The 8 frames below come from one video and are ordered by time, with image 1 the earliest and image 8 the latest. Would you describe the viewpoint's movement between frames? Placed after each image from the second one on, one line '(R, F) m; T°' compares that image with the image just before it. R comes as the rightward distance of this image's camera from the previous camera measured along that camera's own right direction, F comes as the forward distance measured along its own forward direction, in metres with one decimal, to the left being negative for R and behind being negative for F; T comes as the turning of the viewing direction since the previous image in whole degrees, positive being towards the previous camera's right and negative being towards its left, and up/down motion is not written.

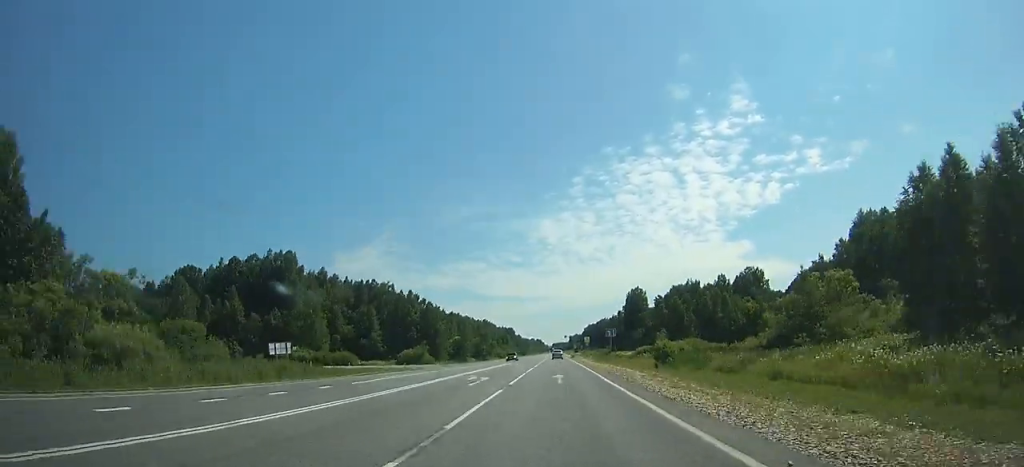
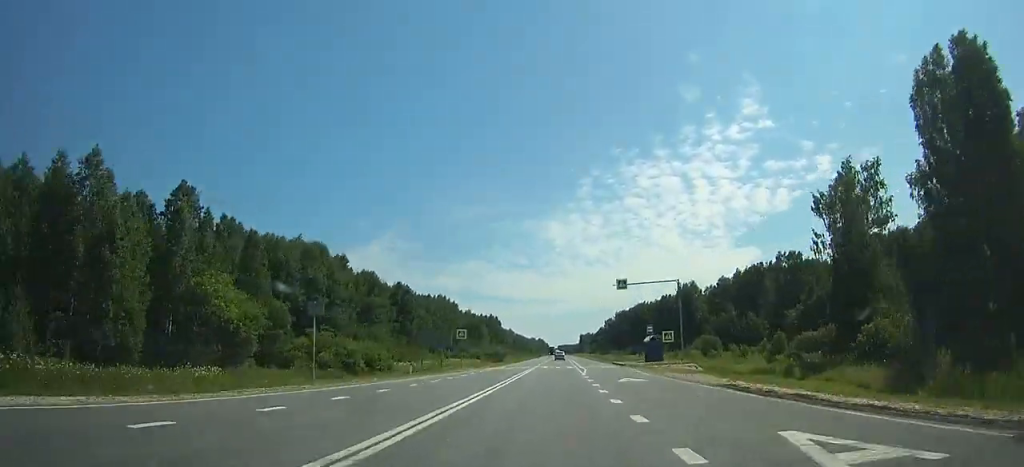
(-1.9, +190.0) m; 0°
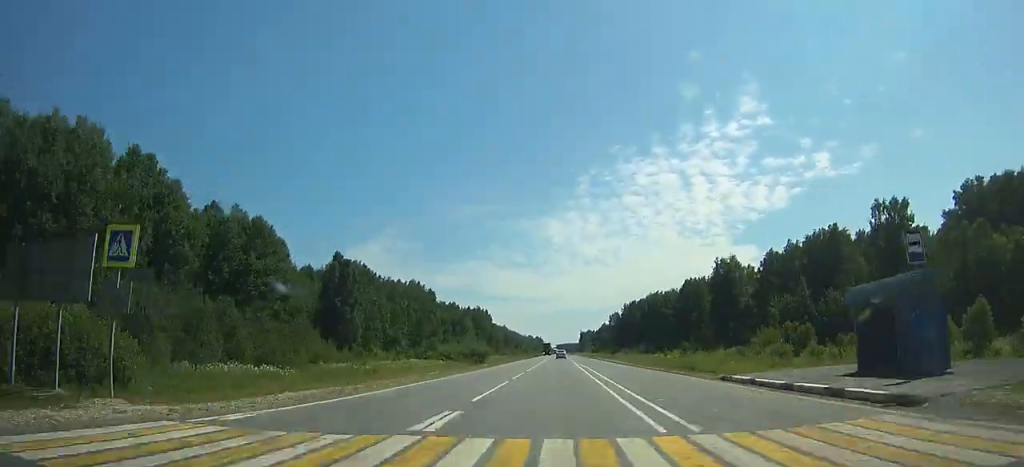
(-0.7, +46.4) m; +2°
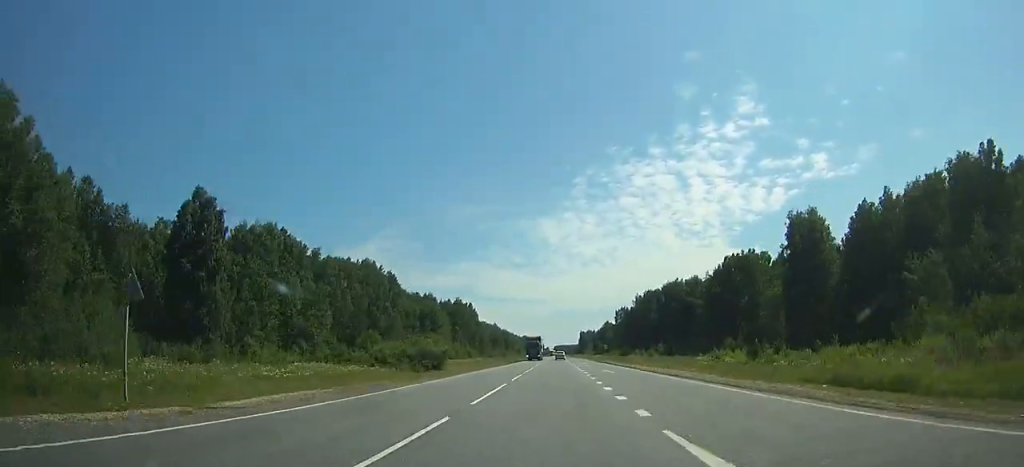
(+1.6, +49.4) m; 0°
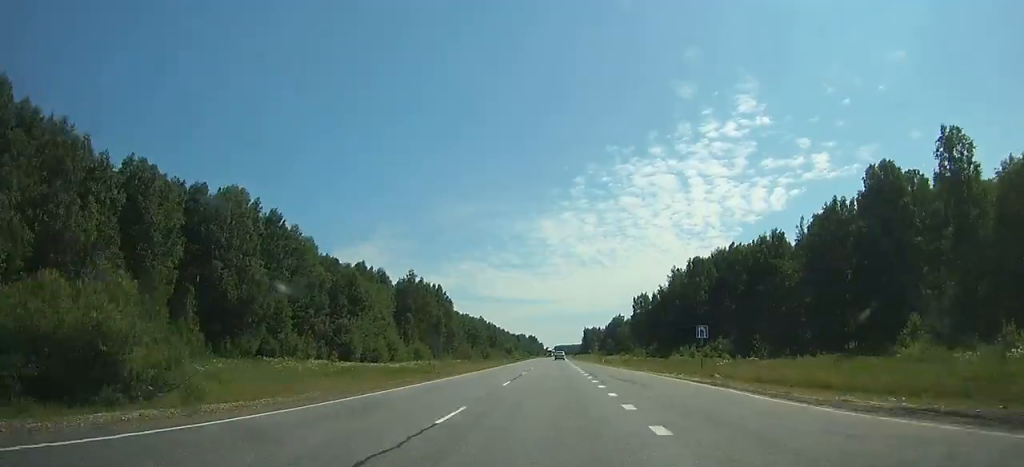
(+2.2, +69.5) m; -3°
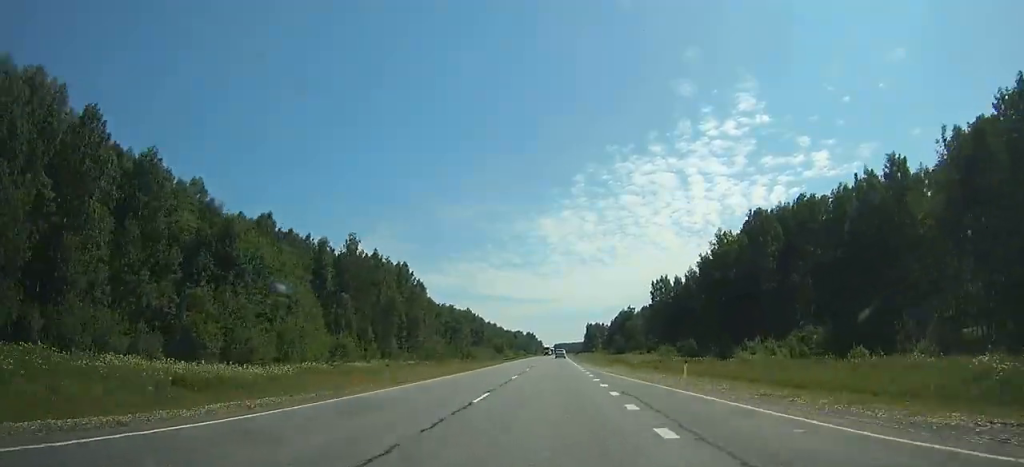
(-4.8, +43.2) m; -2°
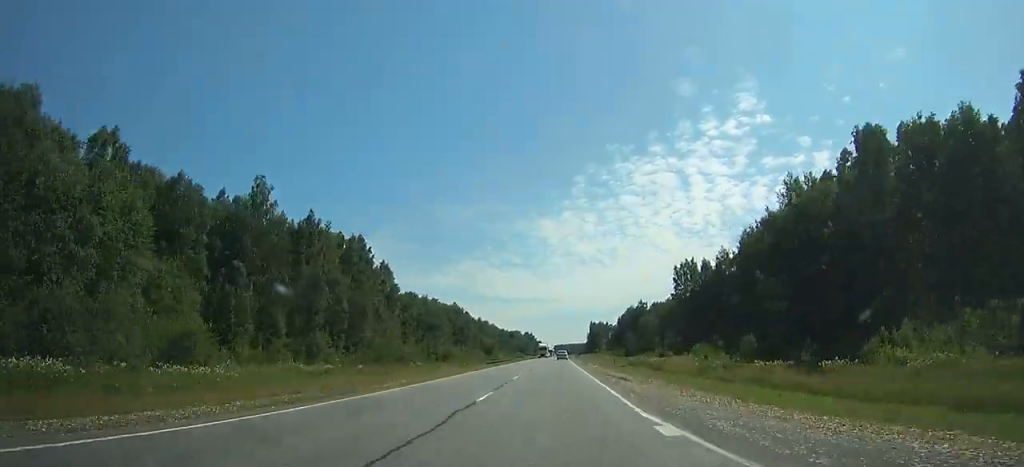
(-2.0, +34.6) m; -1°
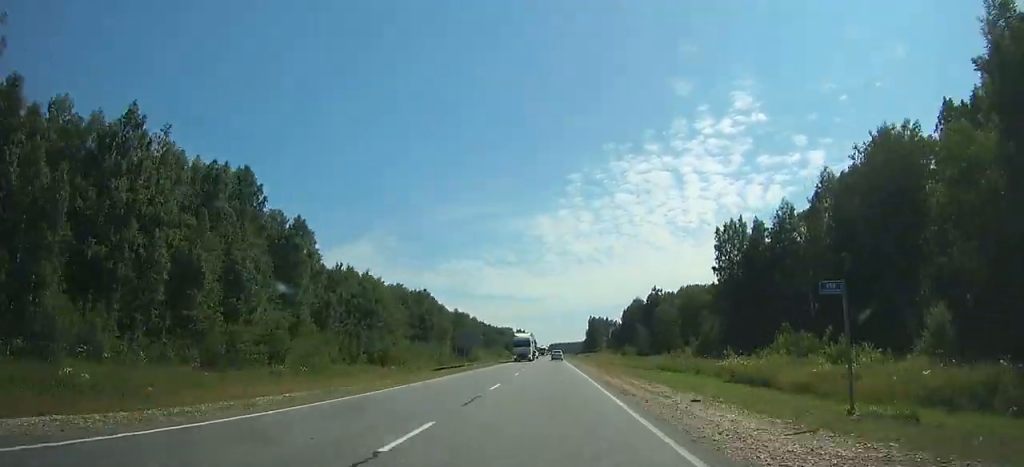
(+2.5, +43.0) m; +2°
